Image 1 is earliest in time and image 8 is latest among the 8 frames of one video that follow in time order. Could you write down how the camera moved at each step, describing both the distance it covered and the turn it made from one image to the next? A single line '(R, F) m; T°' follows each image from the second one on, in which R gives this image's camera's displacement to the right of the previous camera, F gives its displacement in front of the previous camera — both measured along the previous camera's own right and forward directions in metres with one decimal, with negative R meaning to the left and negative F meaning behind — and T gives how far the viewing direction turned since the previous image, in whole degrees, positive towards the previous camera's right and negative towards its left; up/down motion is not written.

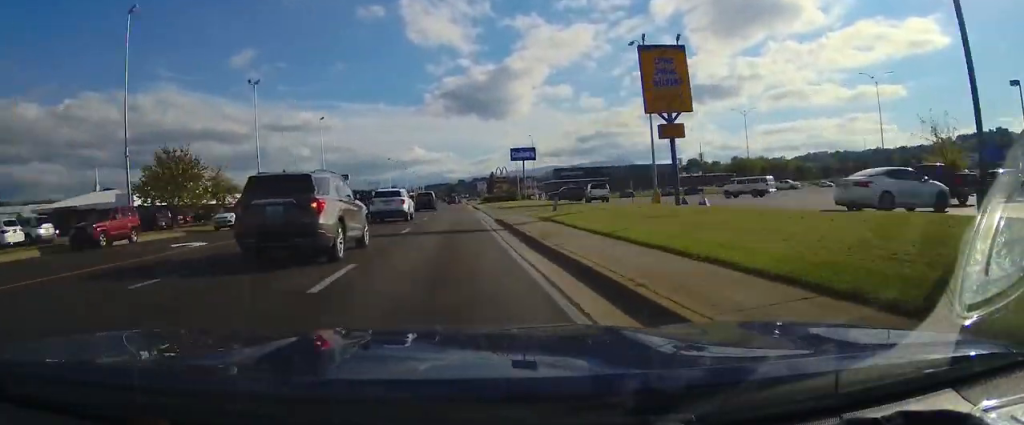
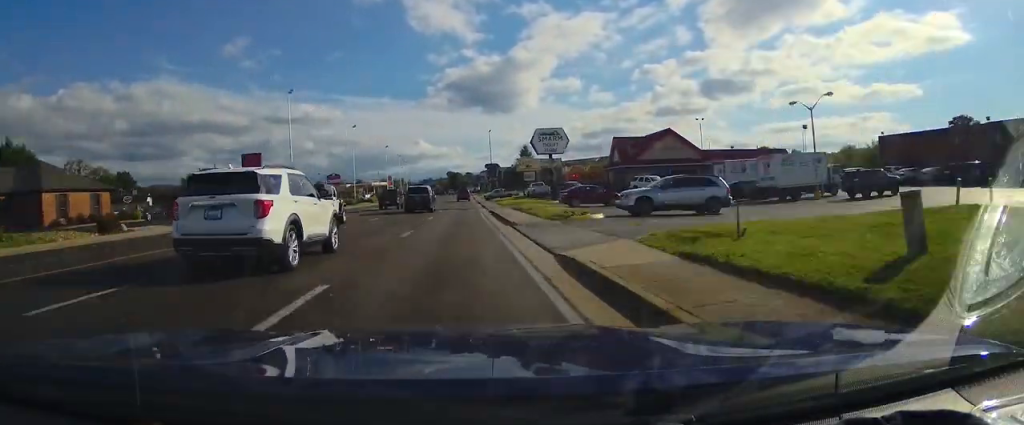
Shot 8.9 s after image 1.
(-0.5, +150.4) m; 0°
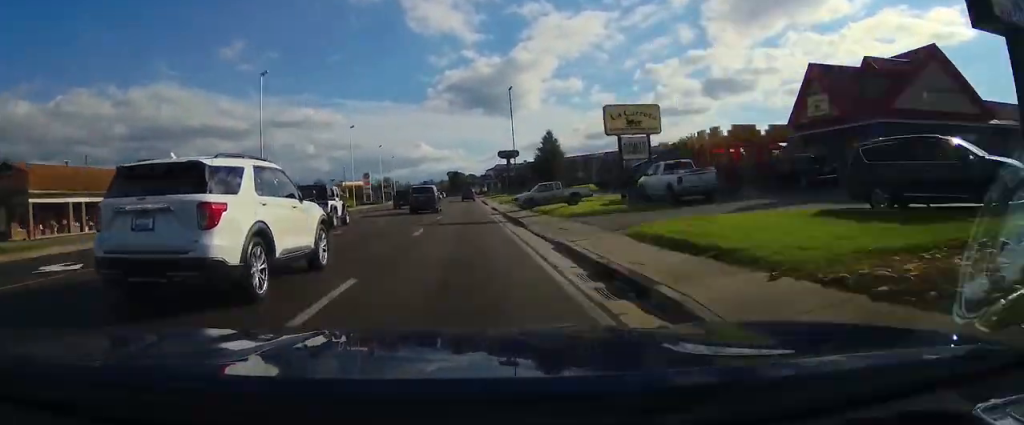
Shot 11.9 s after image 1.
(0.0, +49.3) m; 0°
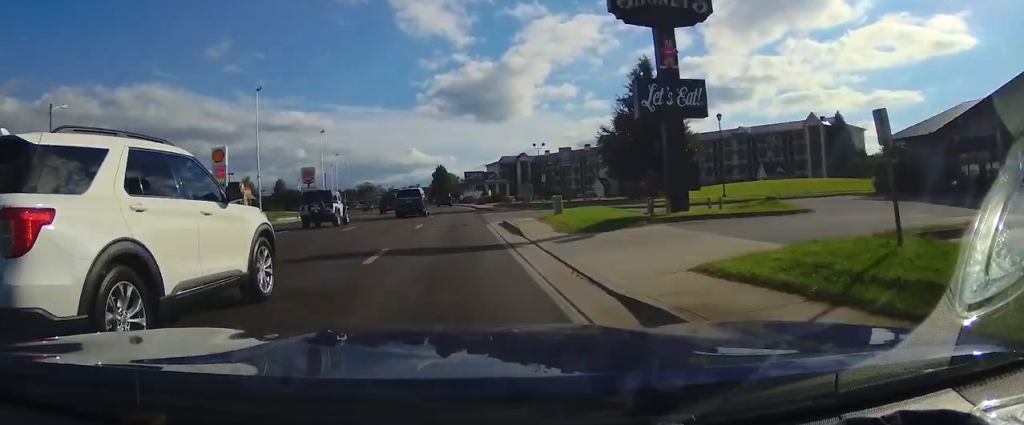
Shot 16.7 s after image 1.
(+0.6, +80.4) m; -1°
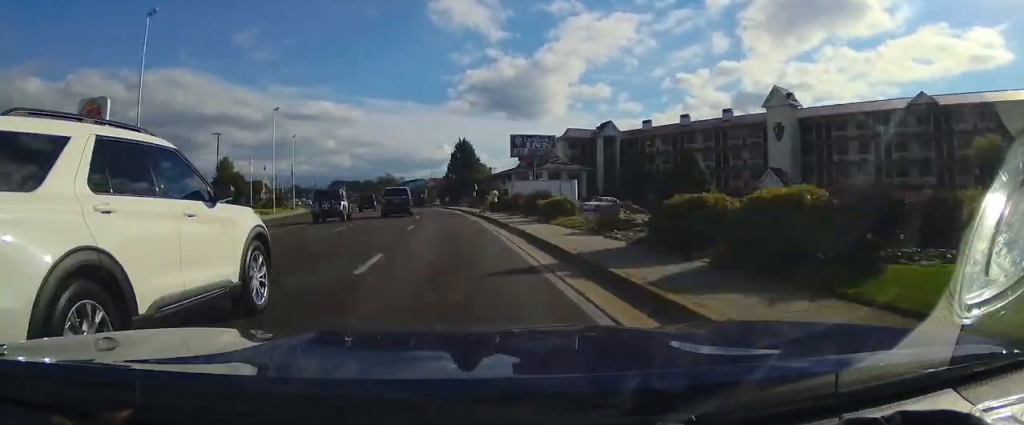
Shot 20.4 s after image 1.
(-1.9, +61.7) m; -6°
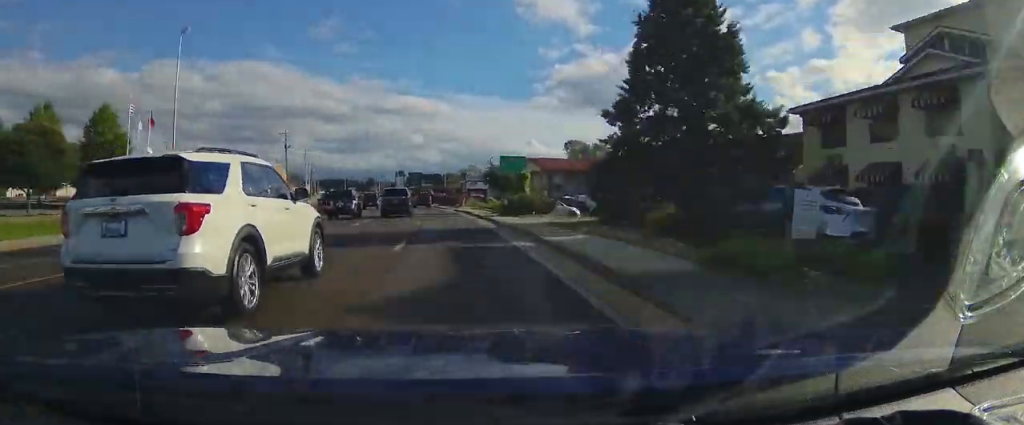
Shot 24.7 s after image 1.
(-5.9, +68.9) m; -9°
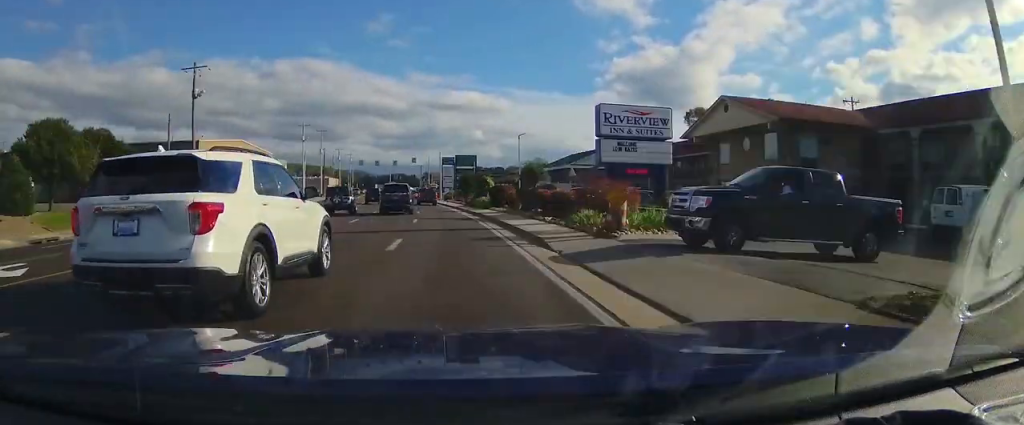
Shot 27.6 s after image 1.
(-2.2, +45.6) m; -4°
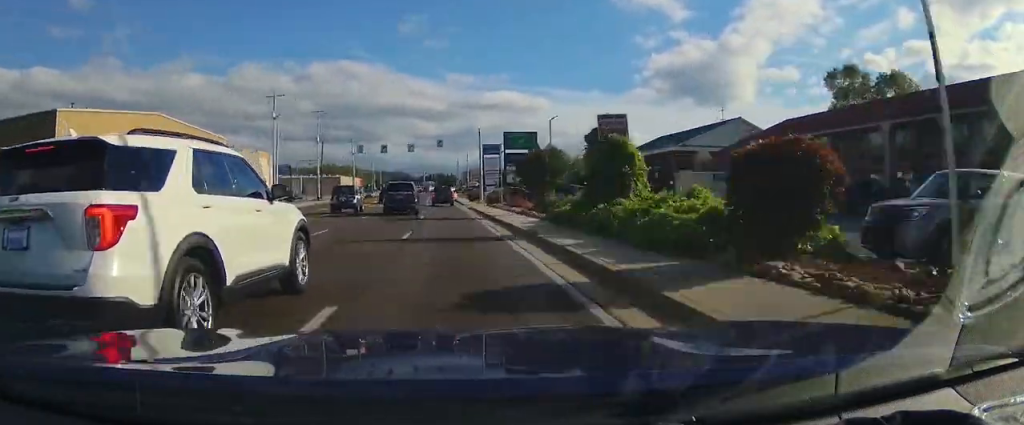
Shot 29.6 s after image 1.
(-0.8, +29.8) m; -2°
